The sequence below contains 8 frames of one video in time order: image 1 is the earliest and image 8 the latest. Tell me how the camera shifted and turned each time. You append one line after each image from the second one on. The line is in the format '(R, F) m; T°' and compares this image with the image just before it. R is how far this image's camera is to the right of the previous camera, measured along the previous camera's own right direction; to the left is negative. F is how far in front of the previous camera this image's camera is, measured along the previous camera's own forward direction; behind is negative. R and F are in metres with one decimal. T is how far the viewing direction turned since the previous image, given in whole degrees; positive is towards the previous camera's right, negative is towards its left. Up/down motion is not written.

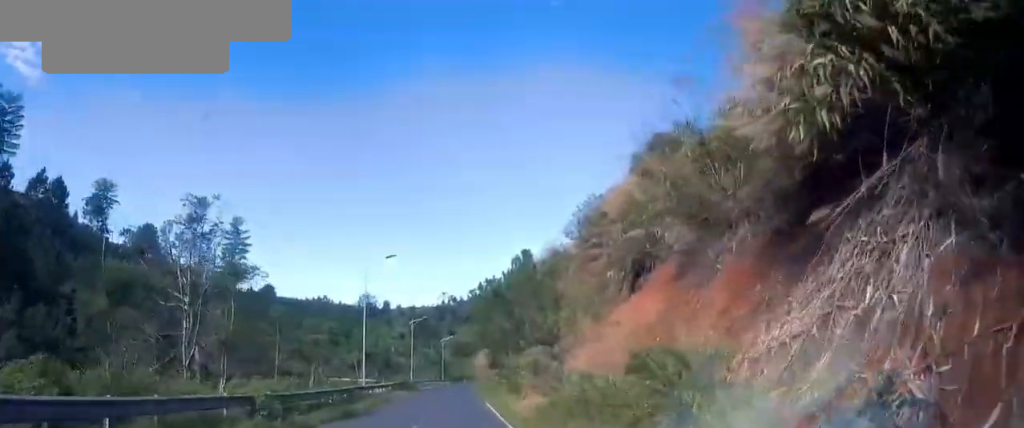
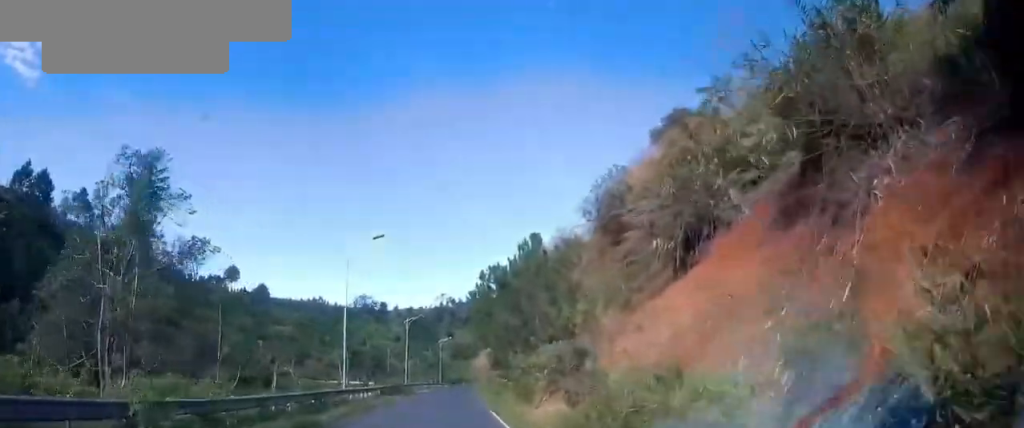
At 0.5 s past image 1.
(+0.2, +5.6) m; +3°
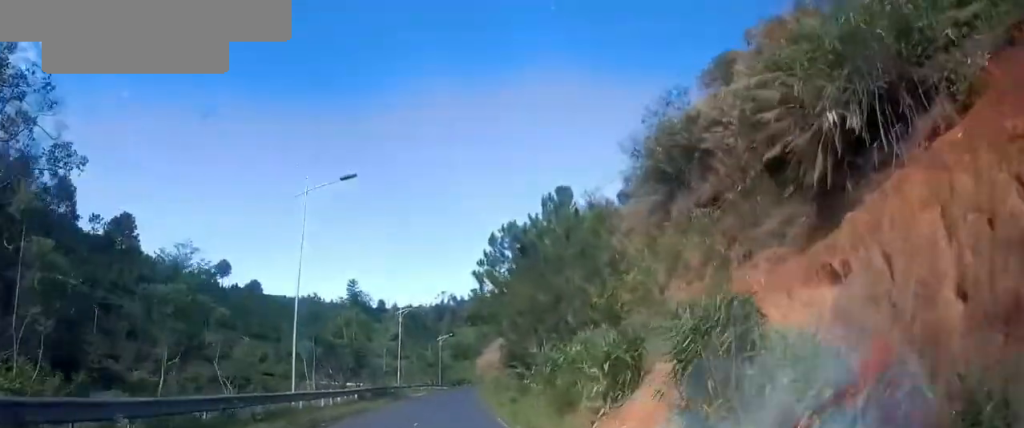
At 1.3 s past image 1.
(-0.4, +9.1) m; +1°
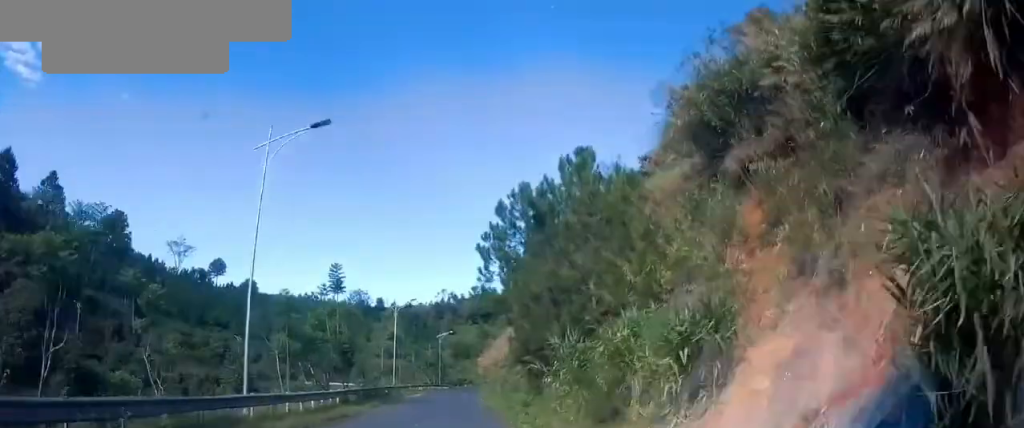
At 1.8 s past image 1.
(+0.5, +5.1) m; -1°
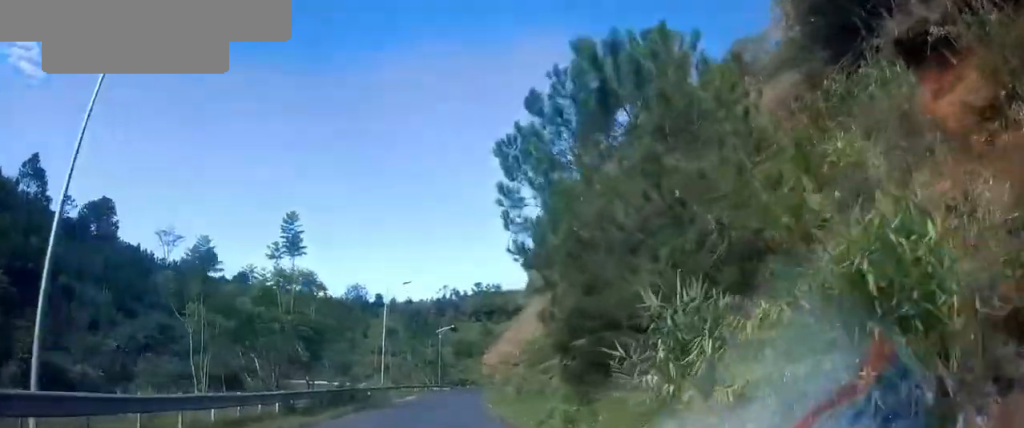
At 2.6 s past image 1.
(-0.1, +9.2) m; 0°
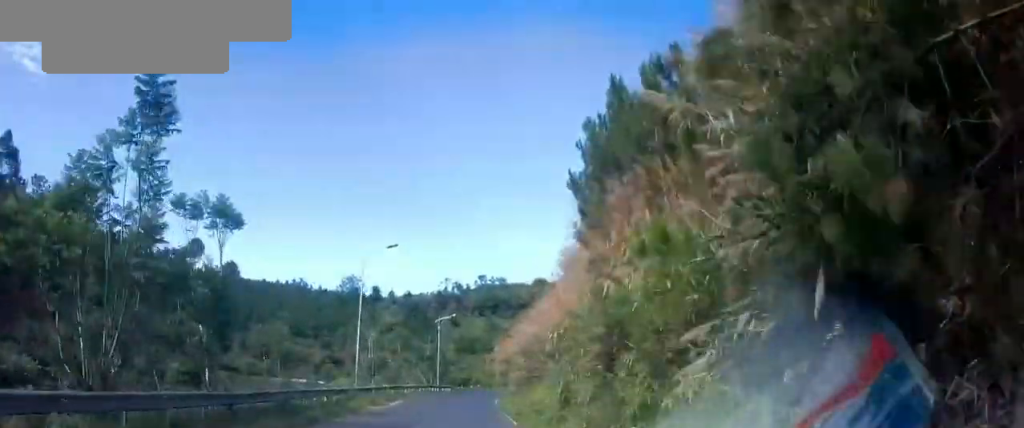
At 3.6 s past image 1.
(-0.1, +11.7) m; +6°
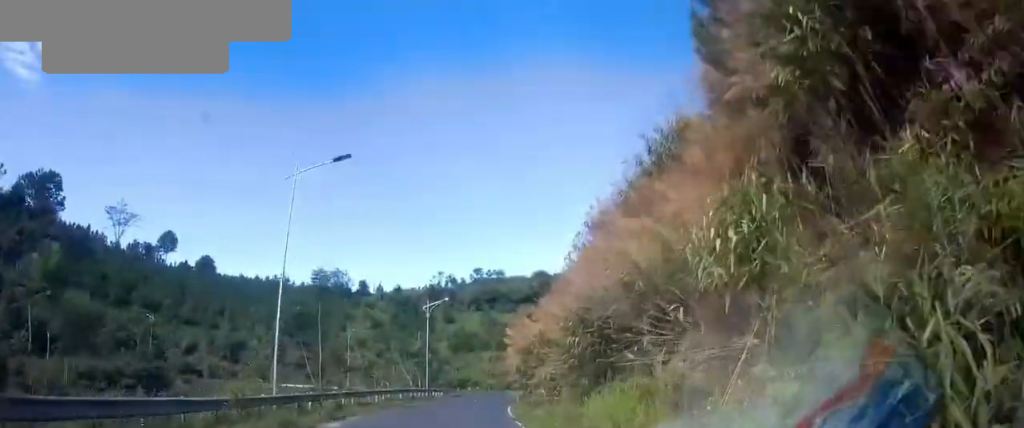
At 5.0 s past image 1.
(+1.0, +13.6) m; -3°
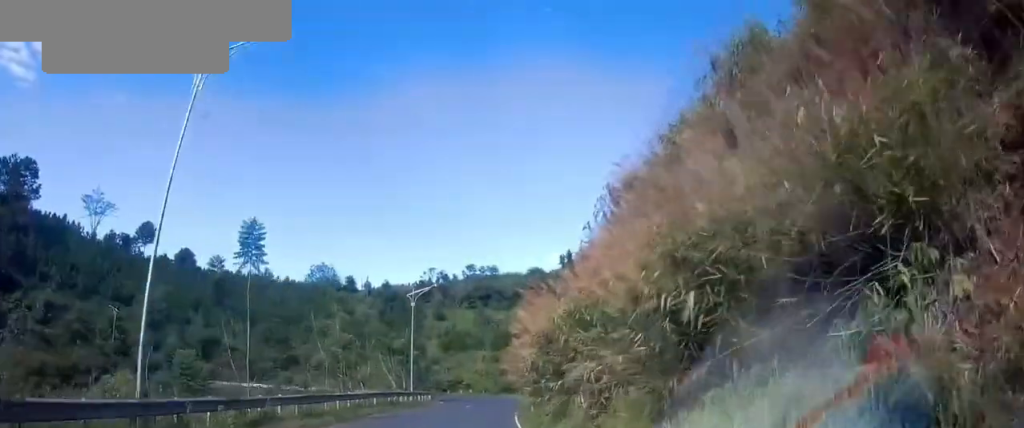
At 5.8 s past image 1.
(-0.6, +7.7) m; -4°
